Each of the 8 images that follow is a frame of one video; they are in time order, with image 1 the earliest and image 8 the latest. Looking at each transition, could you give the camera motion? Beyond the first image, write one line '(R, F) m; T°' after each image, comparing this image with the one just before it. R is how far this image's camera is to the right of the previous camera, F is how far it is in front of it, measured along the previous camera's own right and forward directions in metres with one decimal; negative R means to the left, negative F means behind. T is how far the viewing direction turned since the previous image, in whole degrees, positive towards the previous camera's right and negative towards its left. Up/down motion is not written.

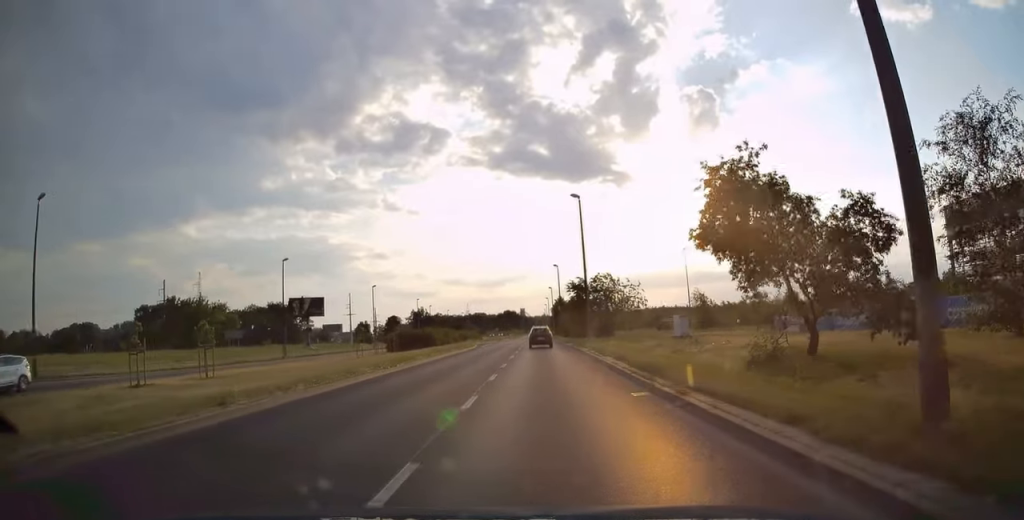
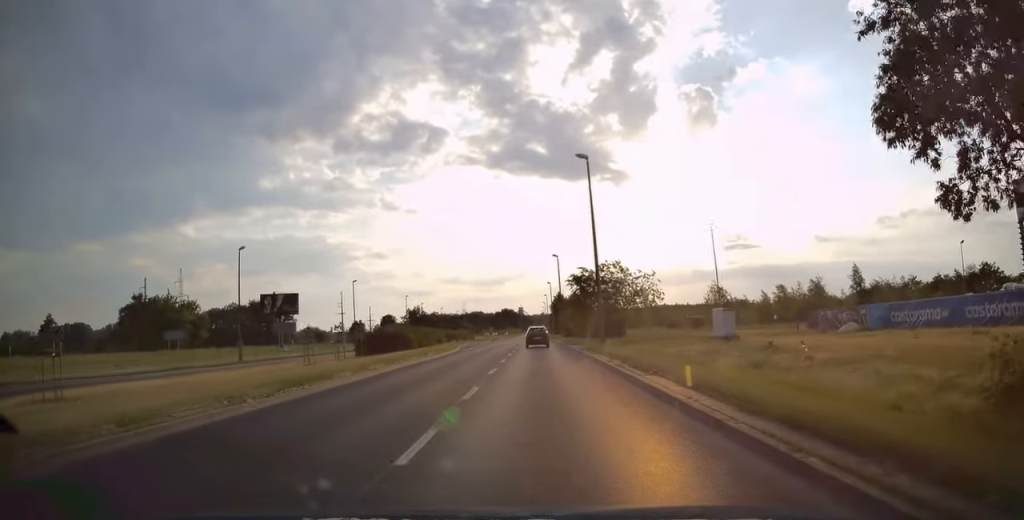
(+0.1, +9.9) m; 0°
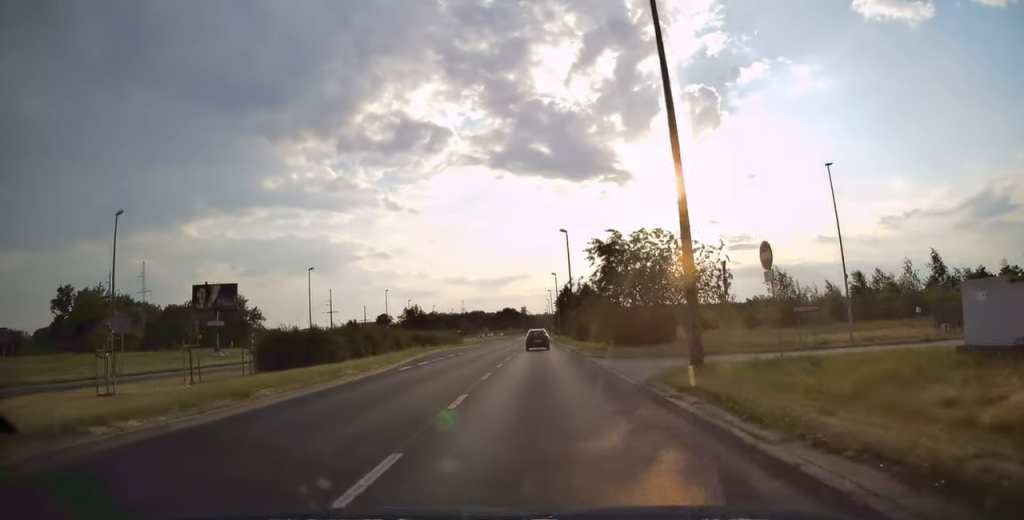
(+0.1, +19.5) m; -1°
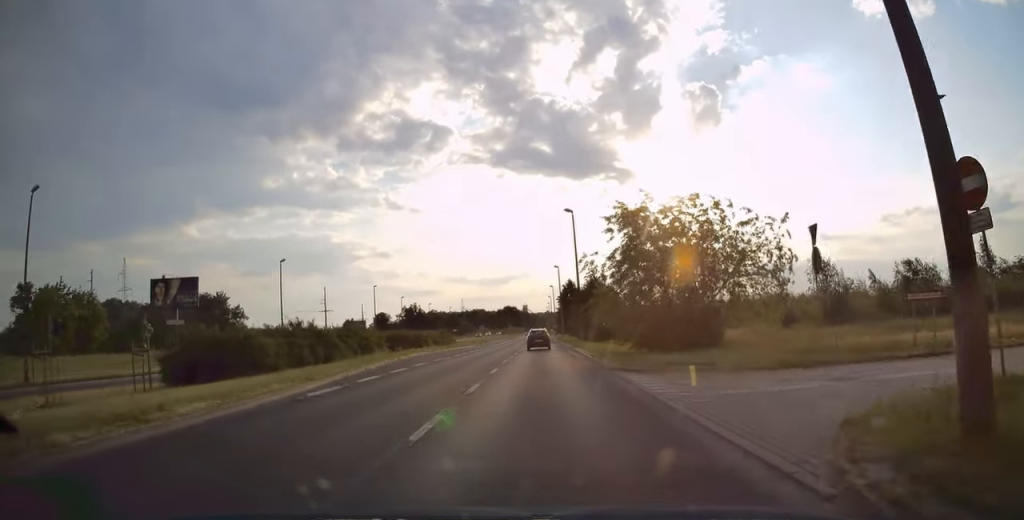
(-0.1, +8.9) m; -1°
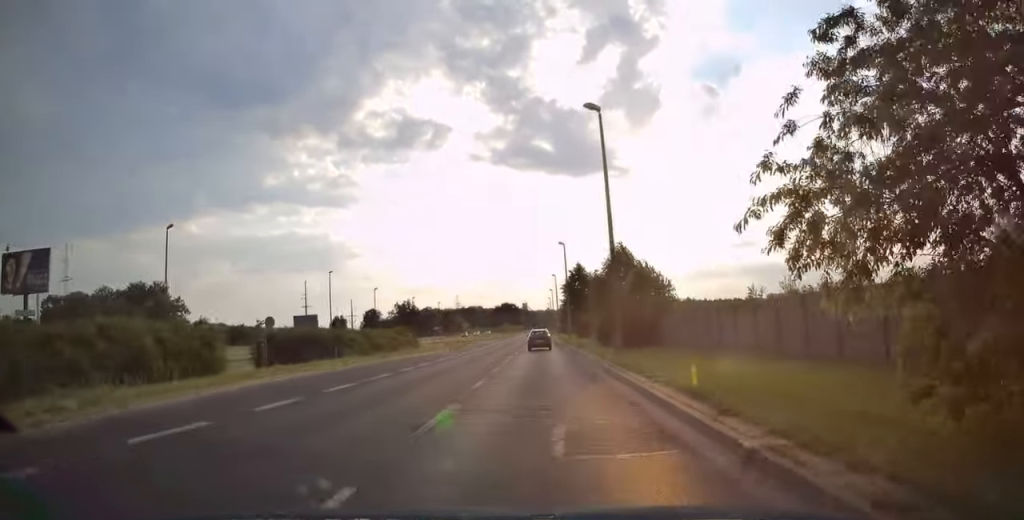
(-0.1, +22.3) m; +1°
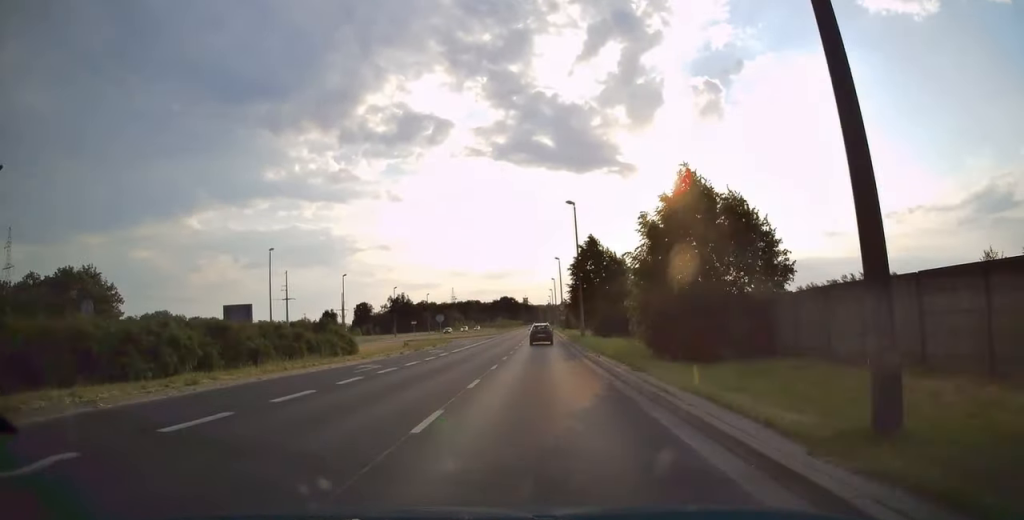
(+0.5, +19.1) m; 0°
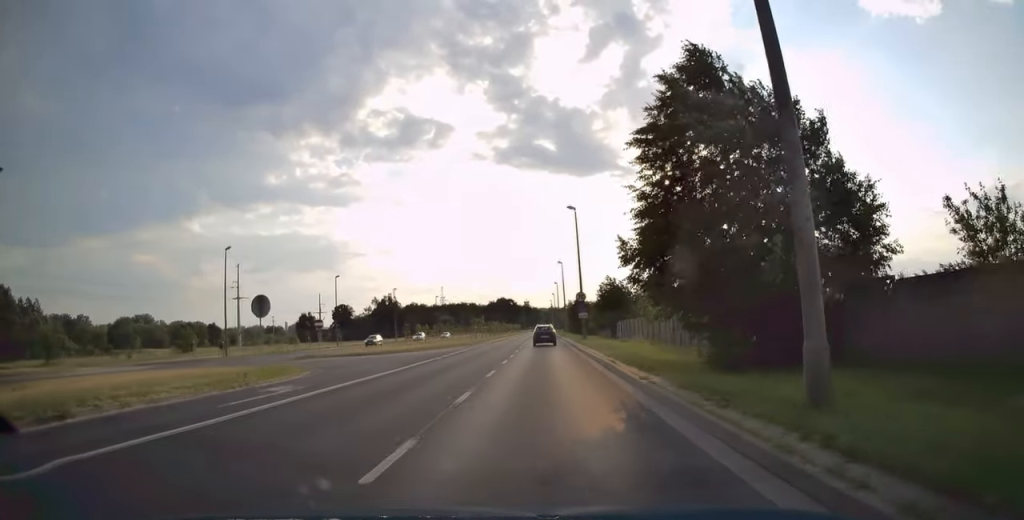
(0.0, +38.3) m; 0°
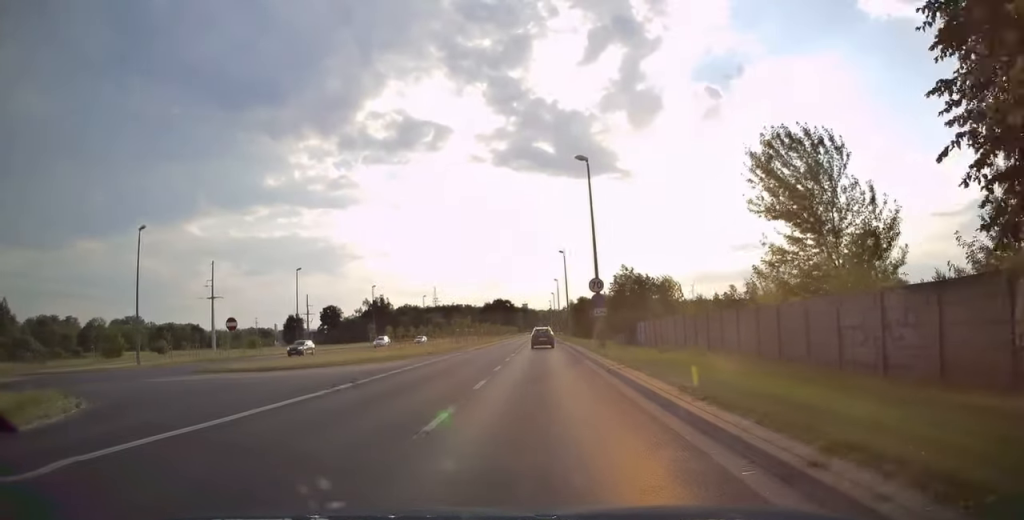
(-0.2, +14.5) m; -1°
